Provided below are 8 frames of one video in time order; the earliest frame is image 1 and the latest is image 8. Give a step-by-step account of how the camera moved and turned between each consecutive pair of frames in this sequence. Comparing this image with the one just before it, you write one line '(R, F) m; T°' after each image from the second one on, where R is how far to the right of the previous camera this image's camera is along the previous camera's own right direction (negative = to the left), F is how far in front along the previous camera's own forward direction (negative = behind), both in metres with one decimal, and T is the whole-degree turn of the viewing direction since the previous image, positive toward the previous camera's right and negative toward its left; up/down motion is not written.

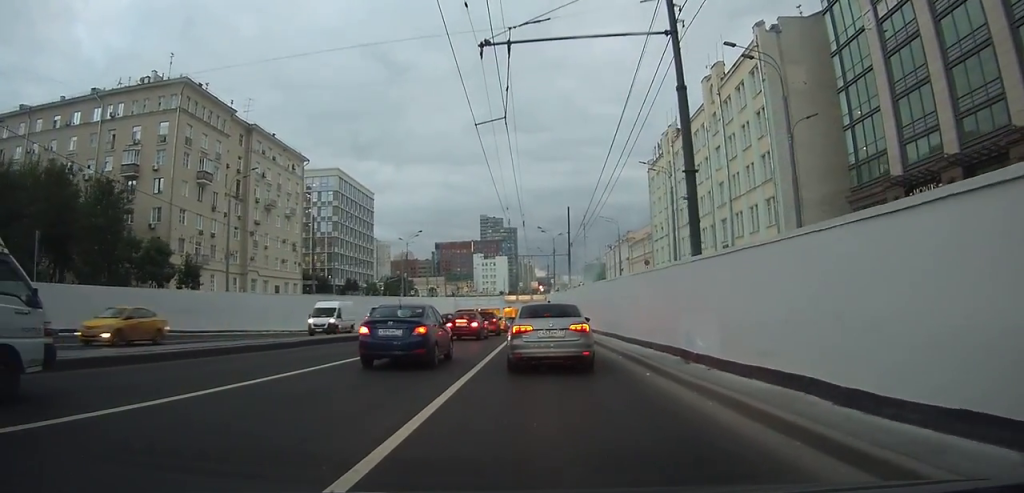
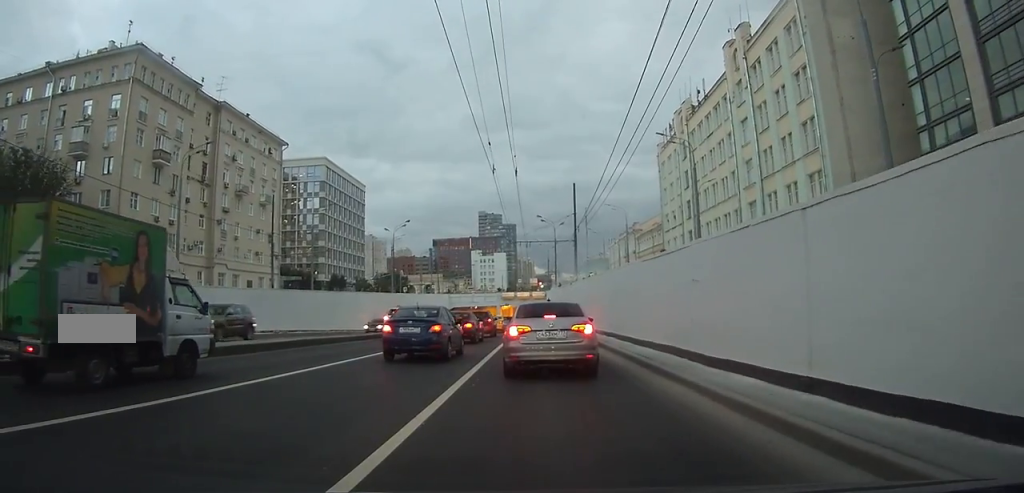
(+0.2, +9.7) m; +2°
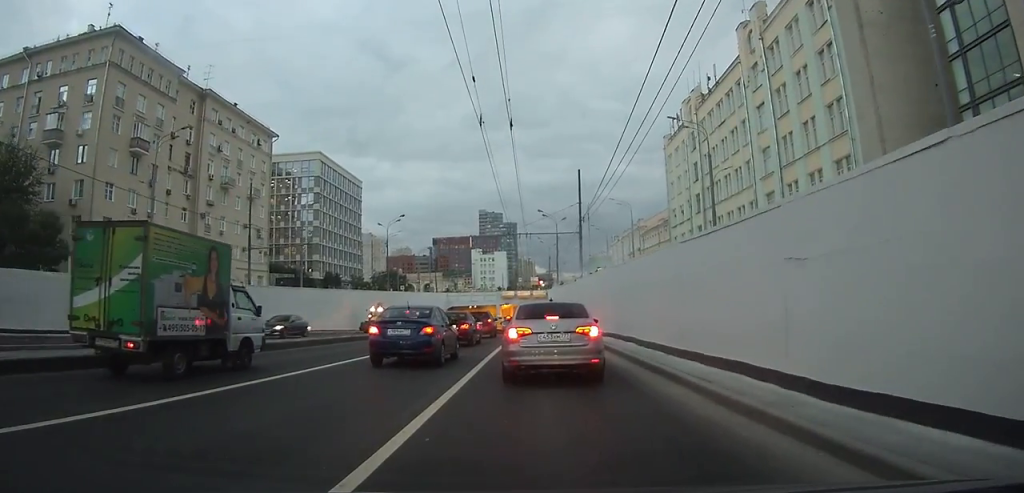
(0.0, +4.5) m; -1°
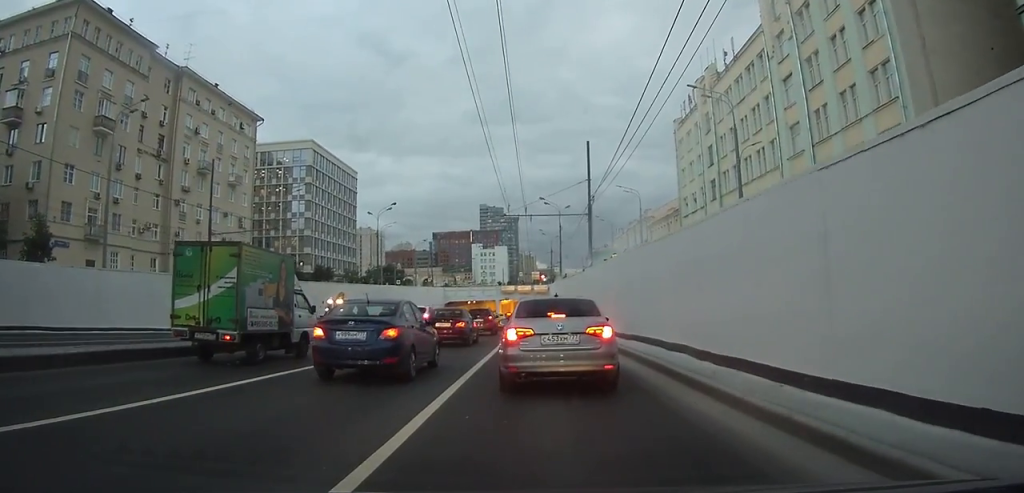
(-0.1, +6.3) m; +1°
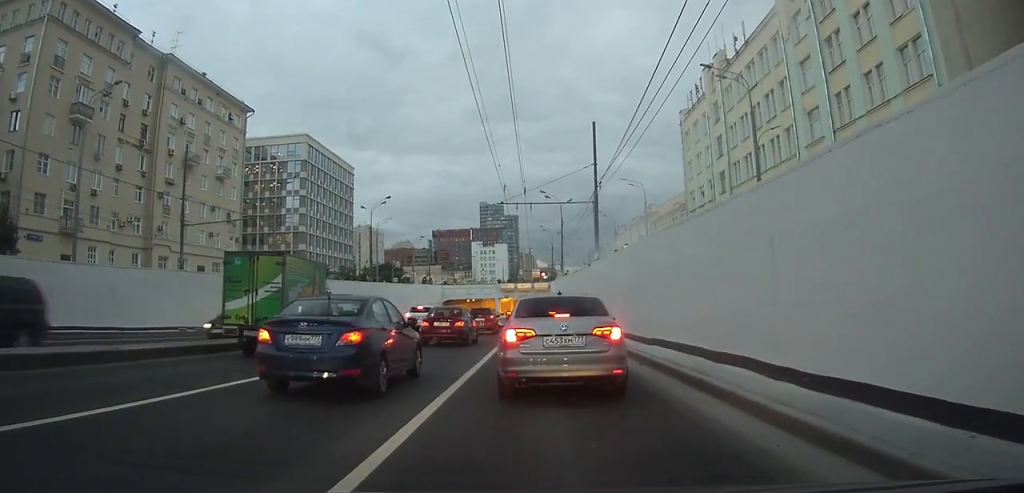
(+0.1, +3.7) m; +2°
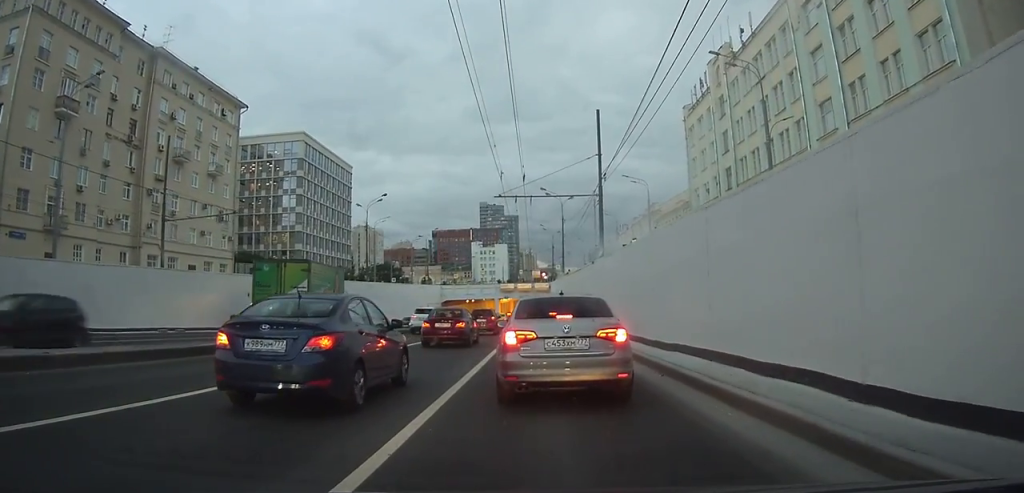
(0.0, +2.4) m; +1°
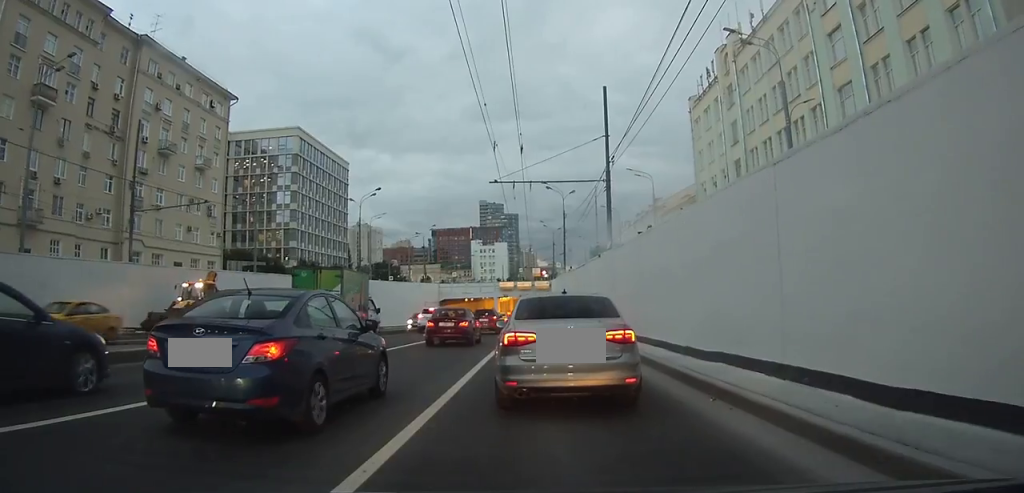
(0.0, +3.4) m; 0°
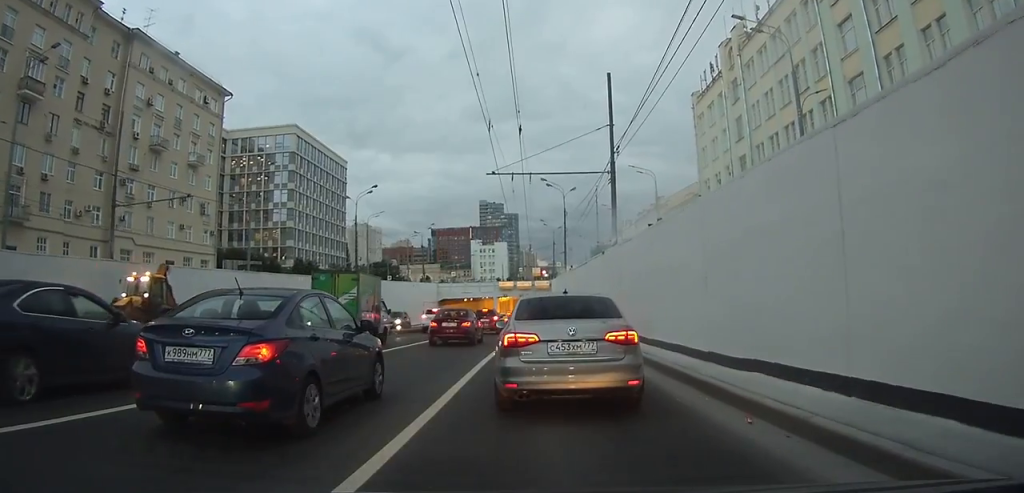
(0.0, +1.7) m; 0°
